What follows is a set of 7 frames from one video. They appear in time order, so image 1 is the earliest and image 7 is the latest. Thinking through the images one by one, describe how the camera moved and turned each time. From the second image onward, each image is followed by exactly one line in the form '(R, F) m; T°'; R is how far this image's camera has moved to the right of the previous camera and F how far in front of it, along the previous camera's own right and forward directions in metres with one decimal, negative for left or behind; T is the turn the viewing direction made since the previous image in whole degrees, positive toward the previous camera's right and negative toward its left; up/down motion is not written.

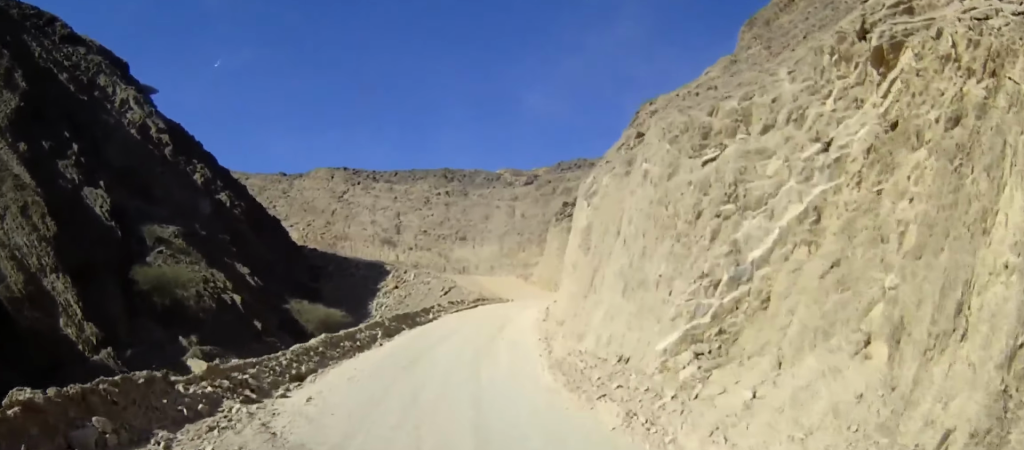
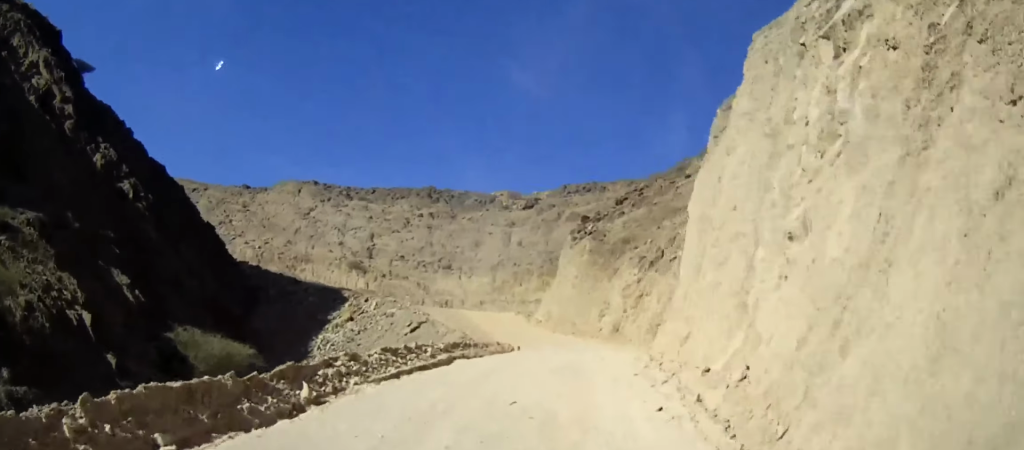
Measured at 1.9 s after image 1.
(-0.2, +20.2) m; +1°
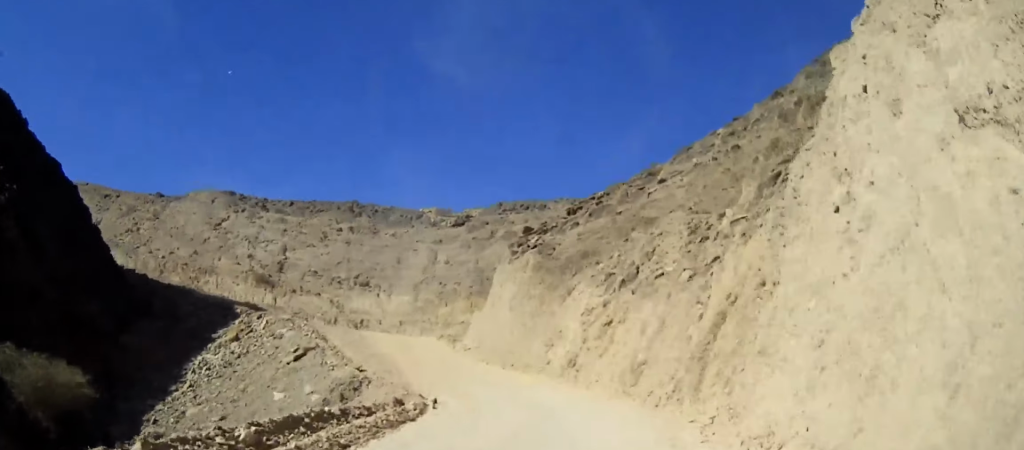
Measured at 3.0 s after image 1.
(+0.5, +11.4) m; +3°
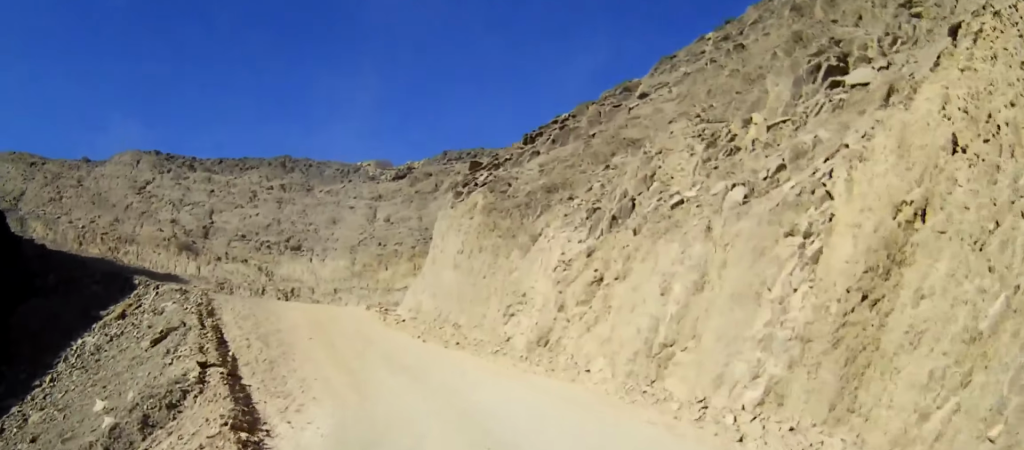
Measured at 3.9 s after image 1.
(+0.1, +9.6) m; +2°
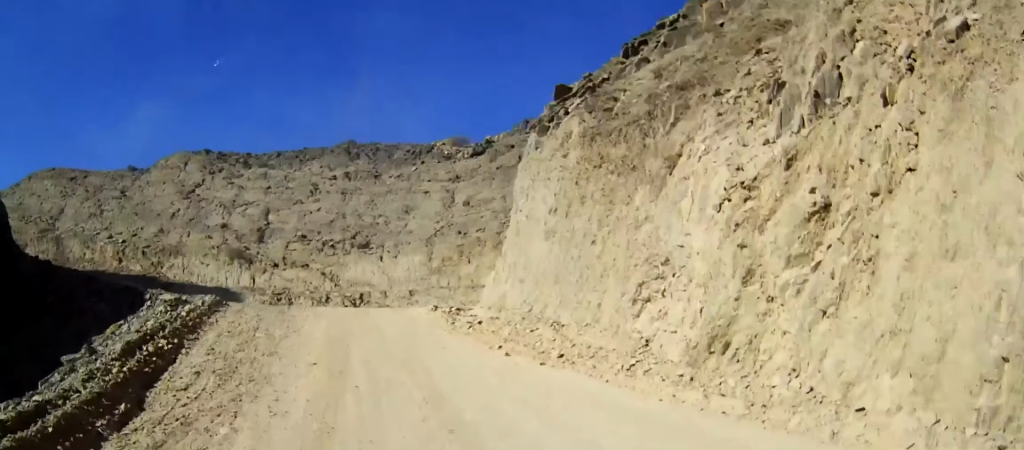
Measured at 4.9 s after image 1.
(+0.3, +9.7) m; -3°
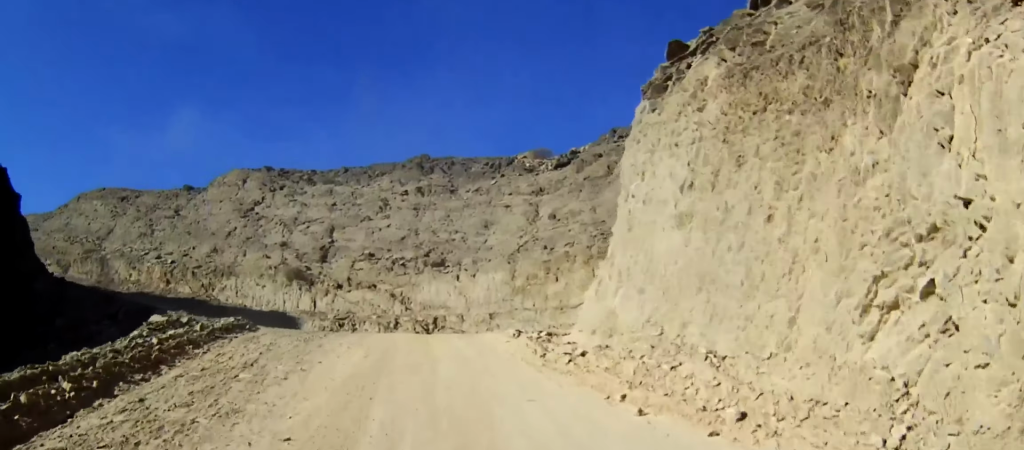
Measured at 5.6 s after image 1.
(-0.5, +7.2) m; -4°
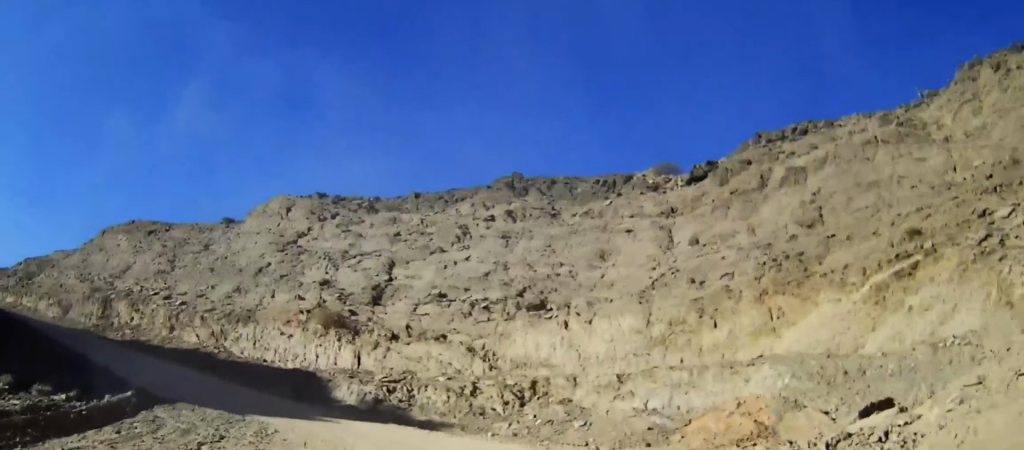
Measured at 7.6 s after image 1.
(-1.5, +18.7) m; -11°
